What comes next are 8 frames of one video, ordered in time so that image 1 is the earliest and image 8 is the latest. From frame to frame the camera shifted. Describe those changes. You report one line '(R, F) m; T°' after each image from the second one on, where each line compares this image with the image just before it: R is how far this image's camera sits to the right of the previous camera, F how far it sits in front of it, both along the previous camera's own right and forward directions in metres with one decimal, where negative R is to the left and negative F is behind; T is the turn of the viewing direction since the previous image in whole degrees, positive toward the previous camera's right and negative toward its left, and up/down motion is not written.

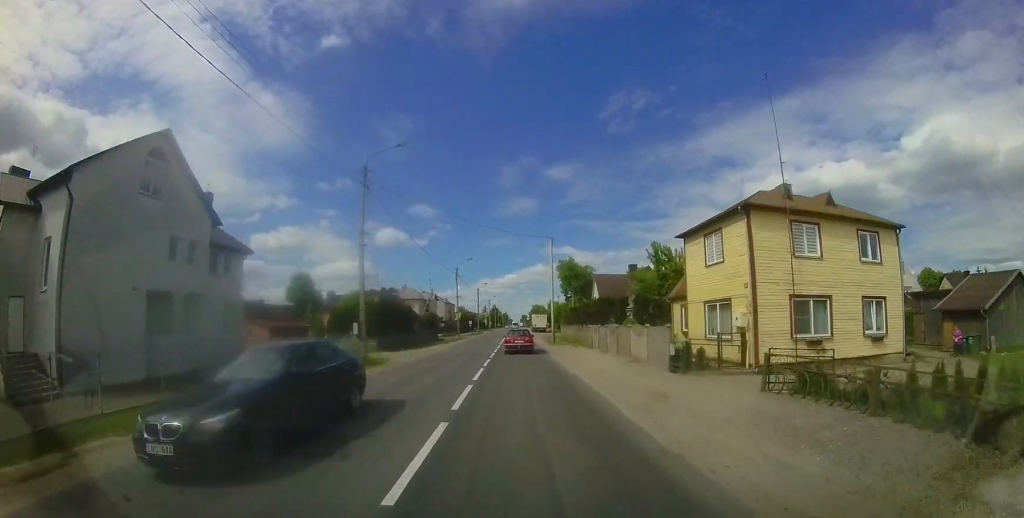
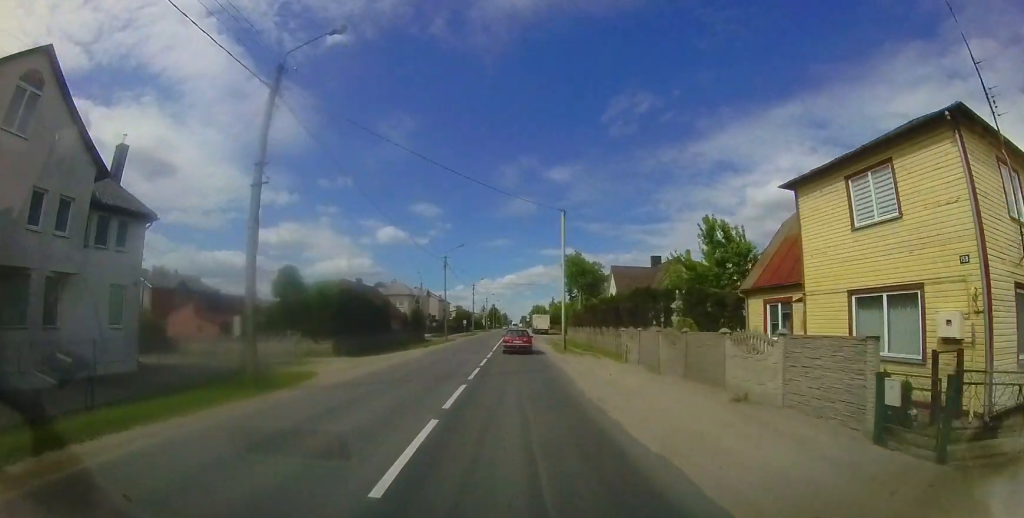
(+0.1, +7.3) m; +1°
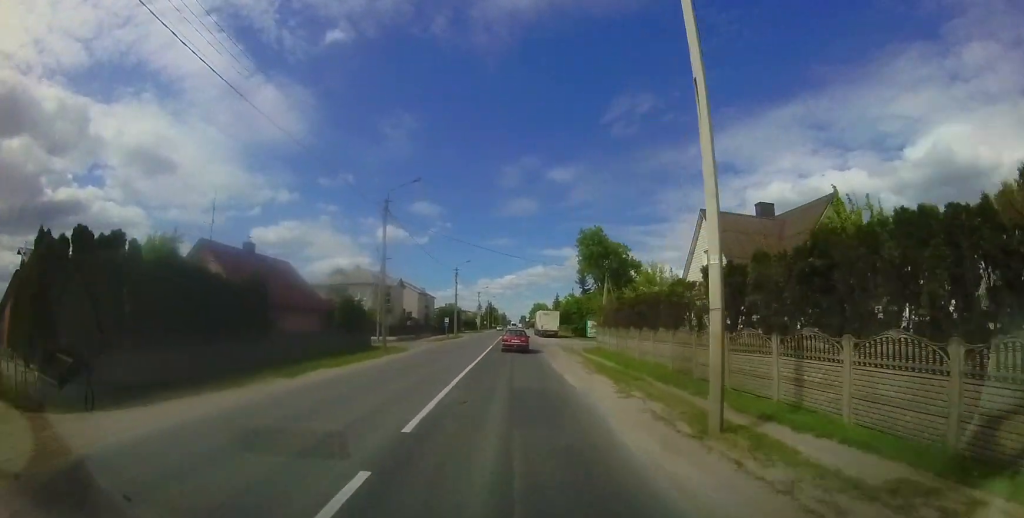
(+0.3, +17.6) m; +1°
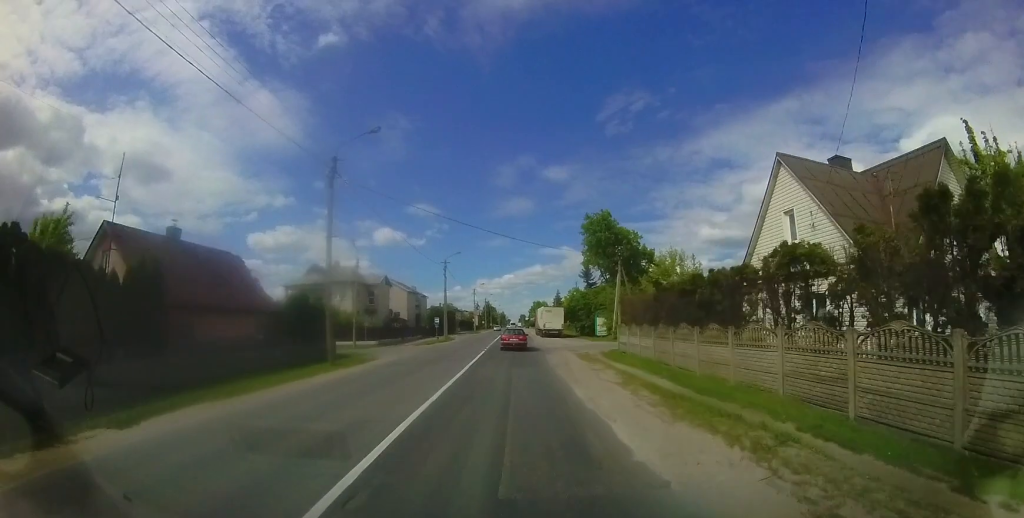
(0.0, +6.2) m; 0°
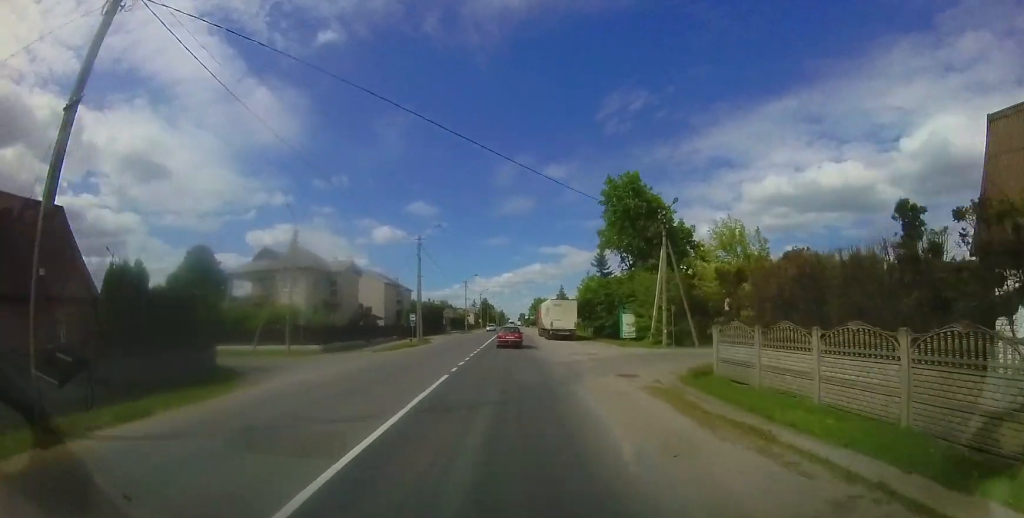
(+0.1, +11.7) m; 0°
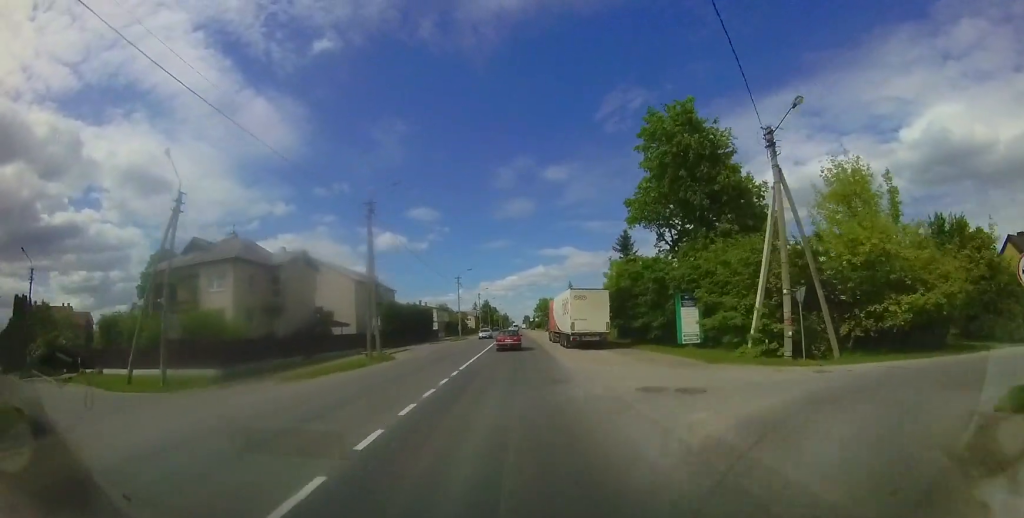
(-0.1, +11.4) m; -1°
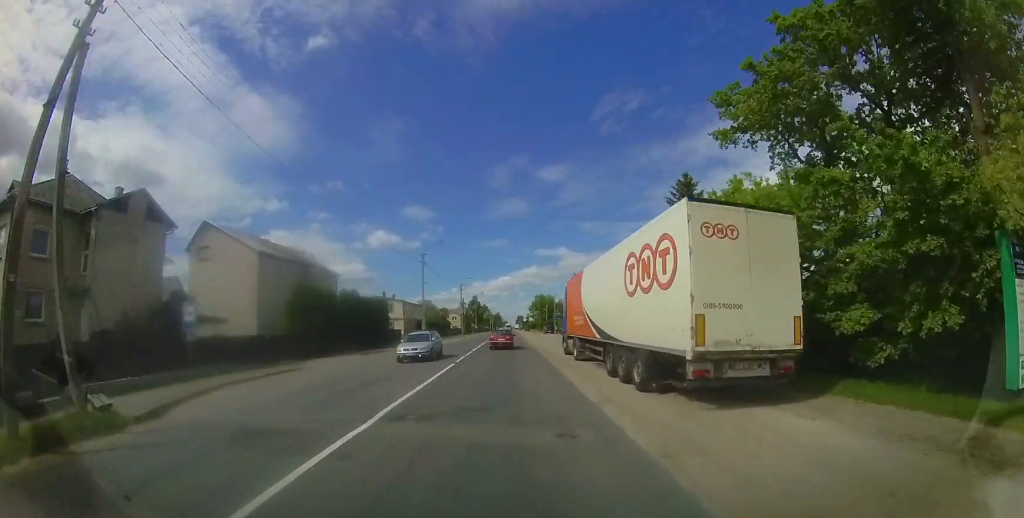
(0.0, +17.9) m; +1°
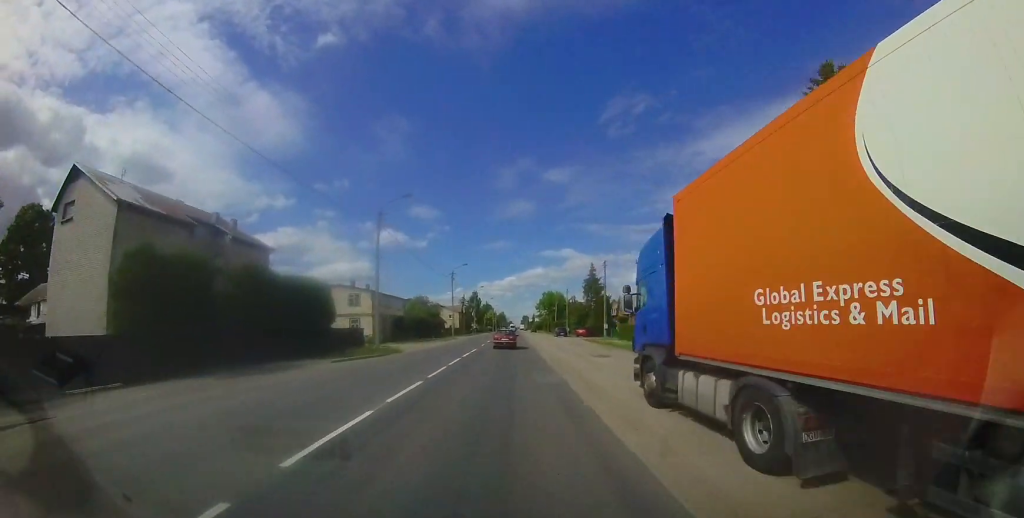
(+0.2, +14.0) m; -1°
